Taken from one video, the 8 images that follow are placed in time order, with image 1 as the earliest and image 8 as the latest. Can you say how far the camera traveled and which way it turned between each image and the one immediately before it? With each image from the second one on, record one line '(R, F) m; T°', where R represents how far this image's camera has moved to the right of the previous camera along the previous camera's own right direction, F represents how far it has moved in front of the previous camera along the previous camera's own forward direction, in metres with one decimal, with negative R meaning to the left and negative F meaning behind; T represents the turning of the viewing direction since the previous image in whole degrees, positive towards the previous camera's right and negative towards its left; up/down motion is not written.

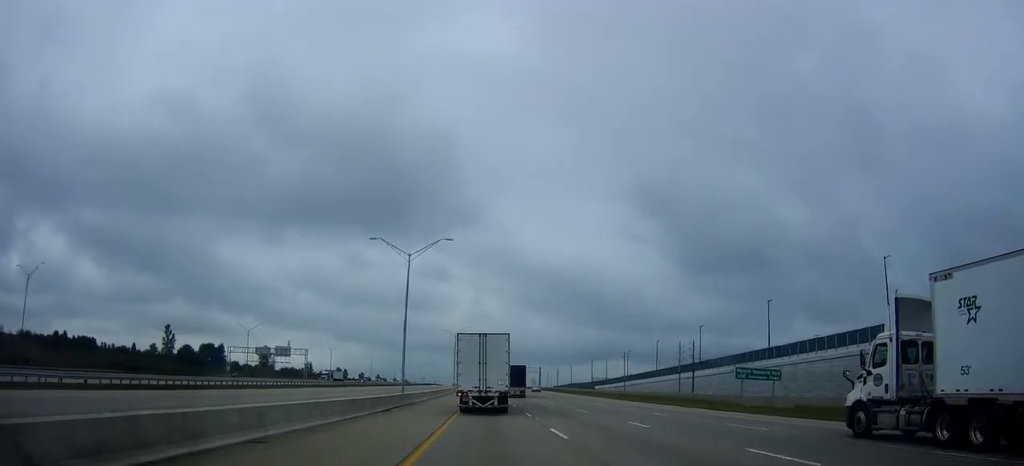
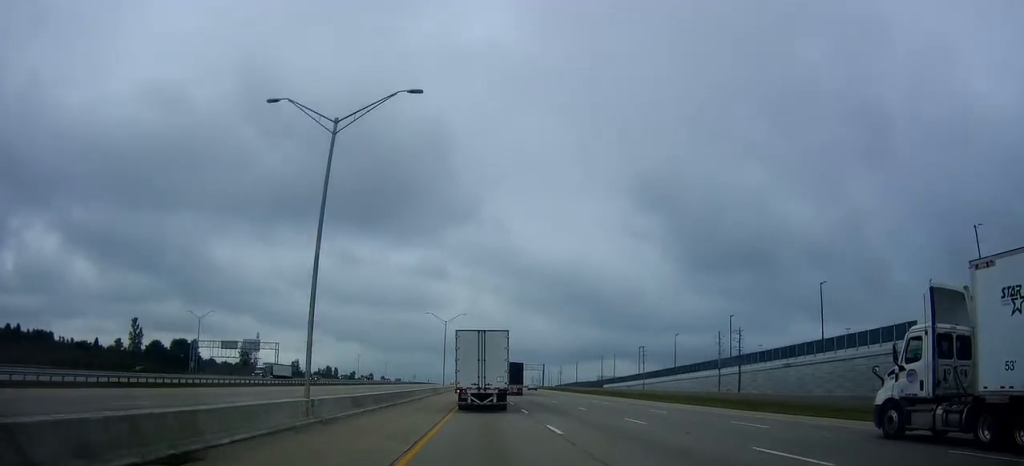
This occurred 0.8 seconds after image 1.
(-0.1, +24.7) m; 0°
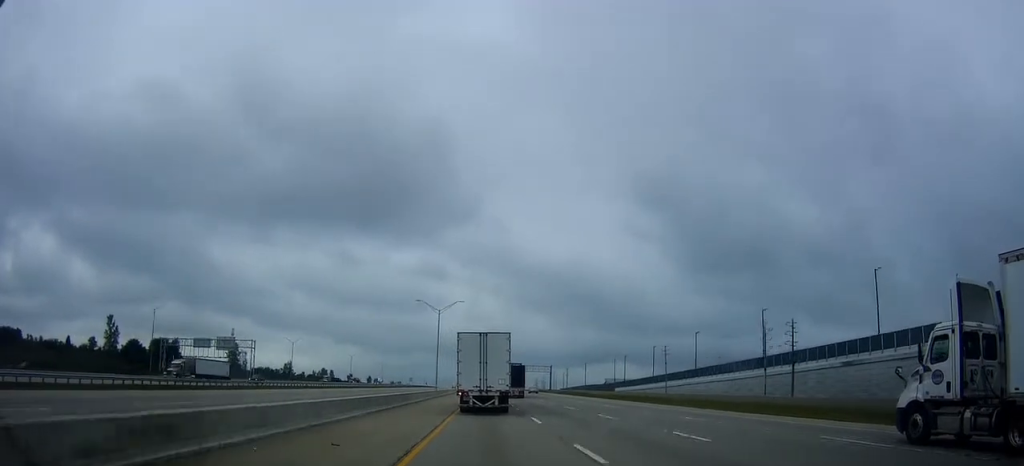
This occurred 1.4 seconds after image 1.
(-0.1, +18.5) m; 0°
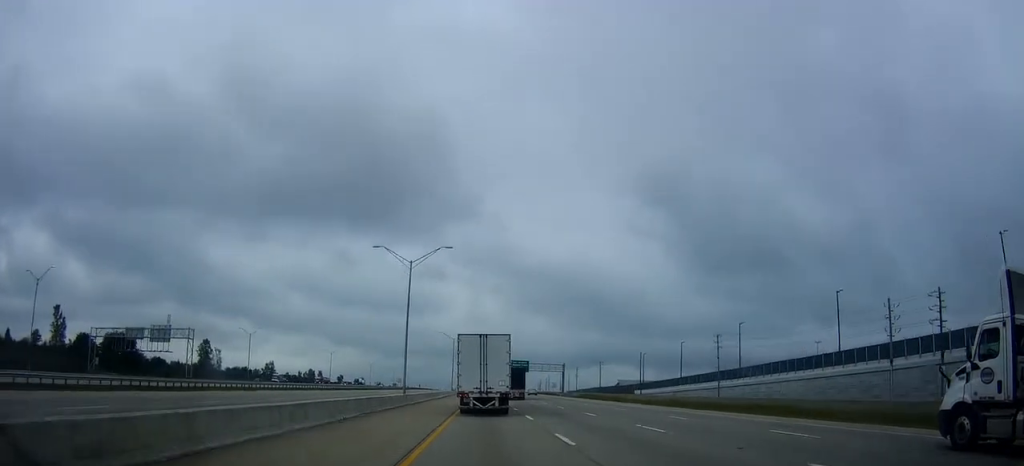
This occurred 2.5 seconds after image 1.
(+0.1, +32.6) m; +1°
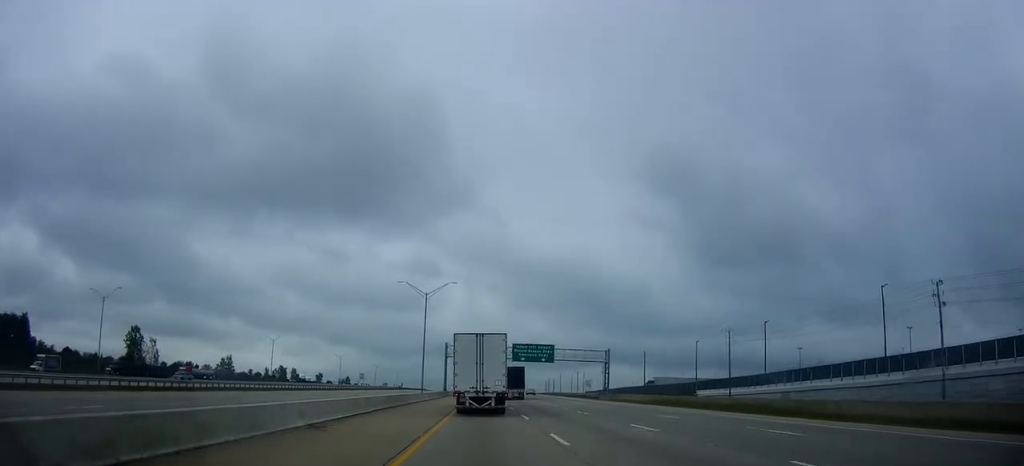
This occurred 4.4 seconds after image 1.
(+0.3, +60.9) m; 0°
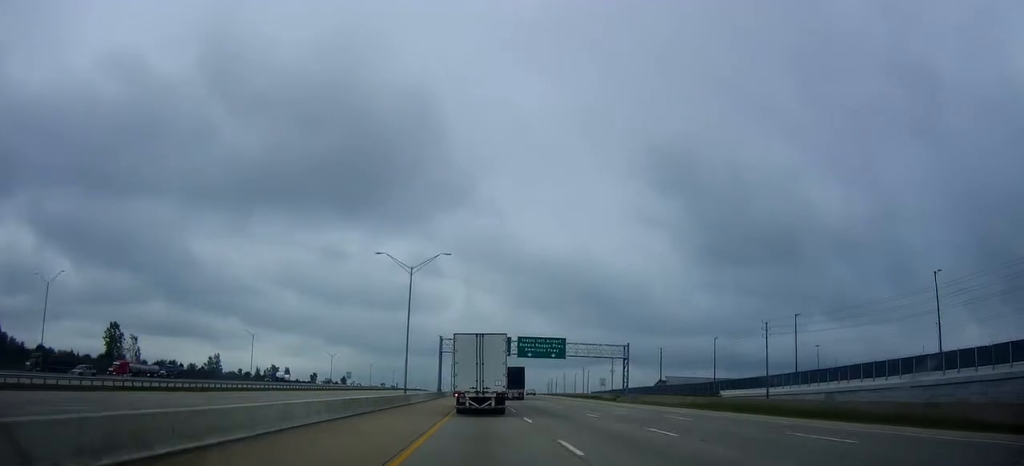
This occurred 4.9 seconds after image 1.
(-0.2, +14.4) m; 0°
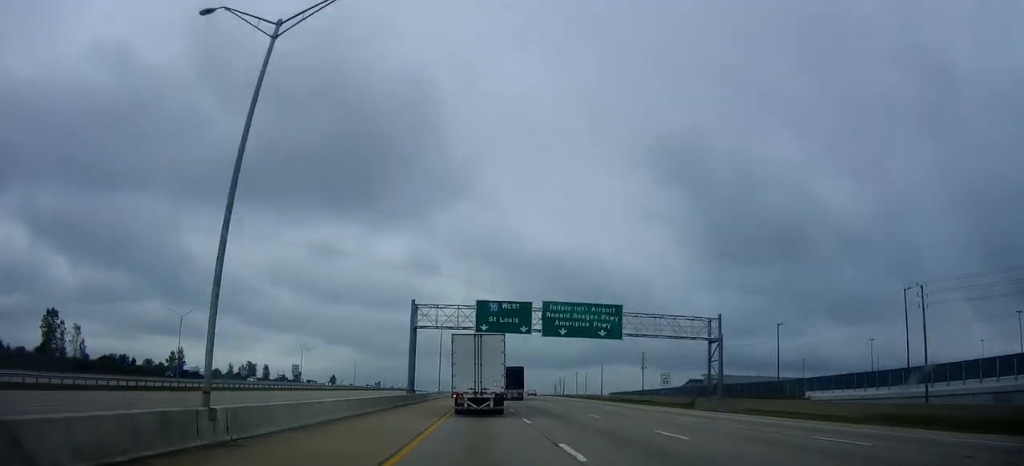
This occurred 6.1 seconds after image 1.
(+0.4, +37.1) m; 0°
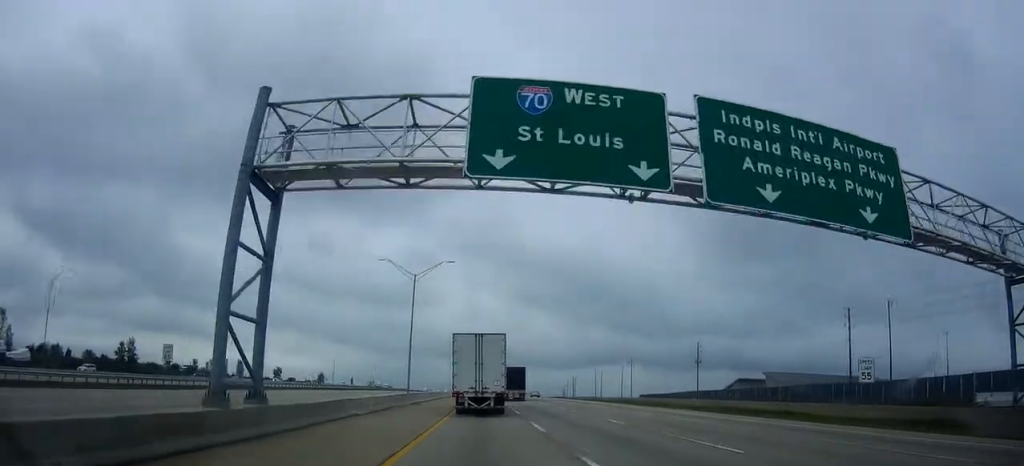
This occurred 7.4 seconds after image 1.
(-0.8, +40.1) m; -1°
